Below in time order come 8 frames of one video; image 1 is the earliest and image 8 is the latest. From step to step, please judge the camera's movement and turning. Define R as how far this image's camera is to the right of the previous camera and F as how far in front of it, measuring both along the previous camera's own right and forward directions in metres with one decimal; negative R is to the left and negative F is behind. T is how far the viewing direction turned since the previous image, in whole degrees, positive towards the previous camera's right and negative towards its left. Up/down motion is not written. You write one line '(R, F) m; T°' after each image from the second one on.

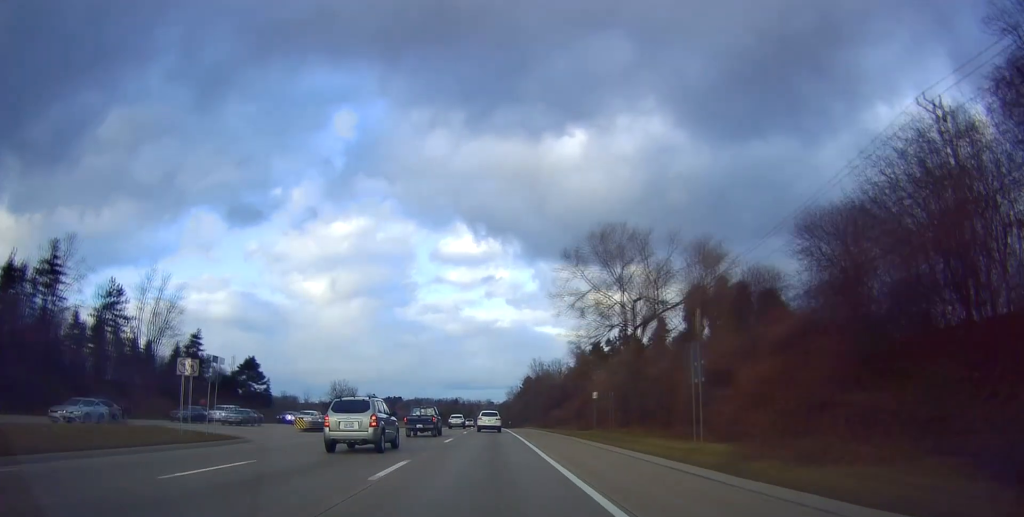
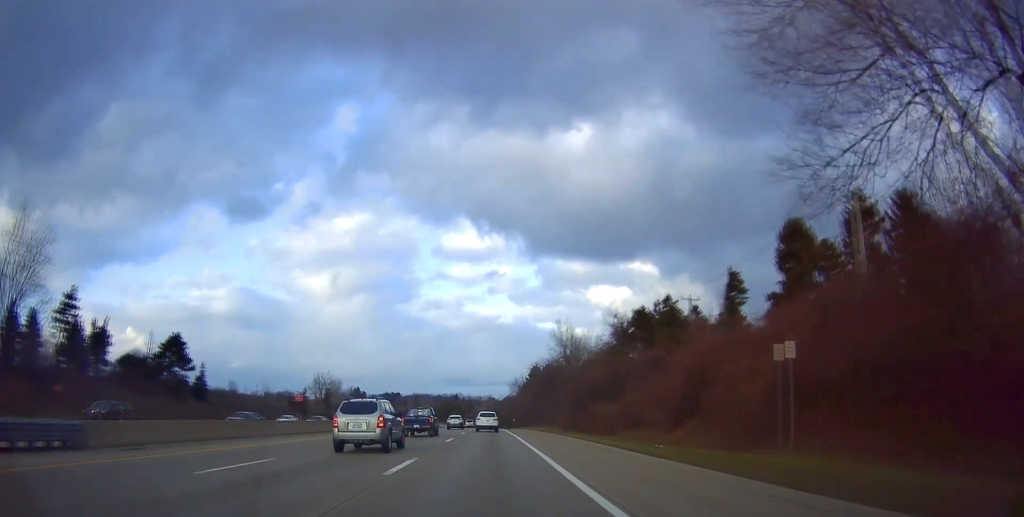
(-0.5, +30.5) m; -2°
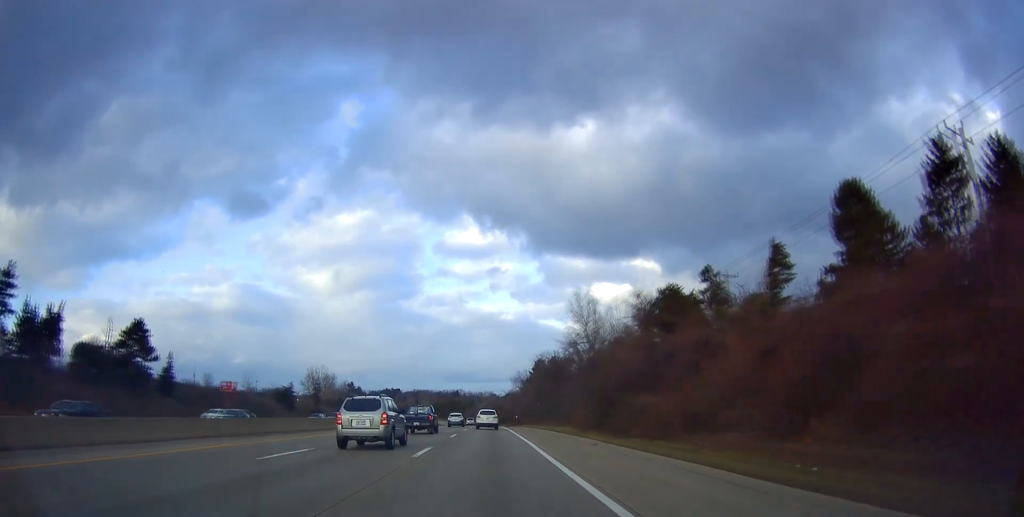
(0.0, +11.2) m; 0°
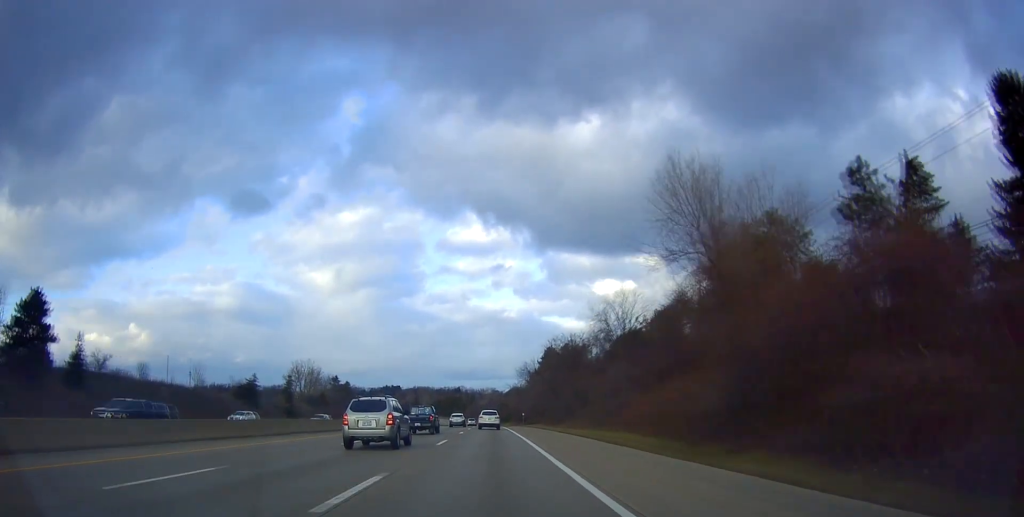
(-0.3, +23.0) m; 0°
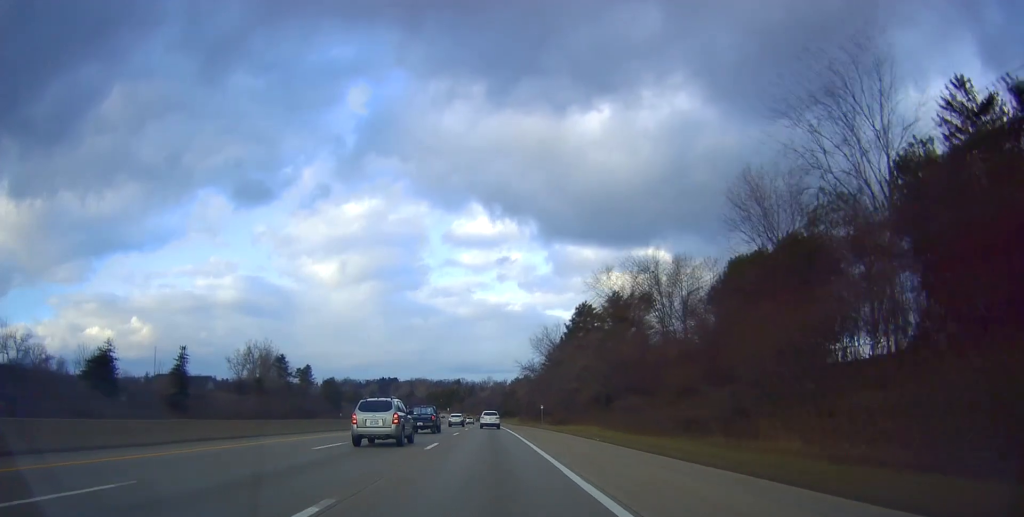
(+0.5, +47.7) m; +1°
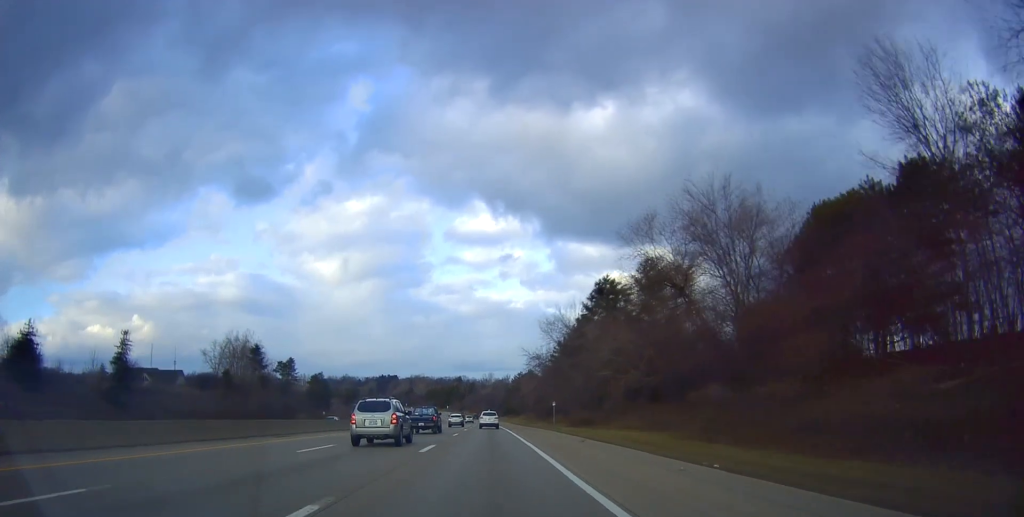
(+0.5, +15.8) m; 0°
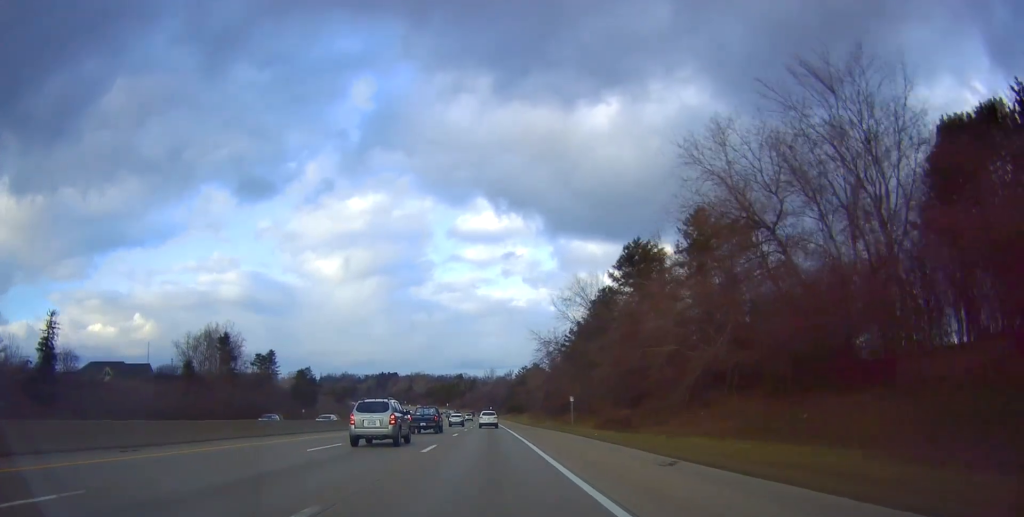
(-0.6, +15.3) m; -2°
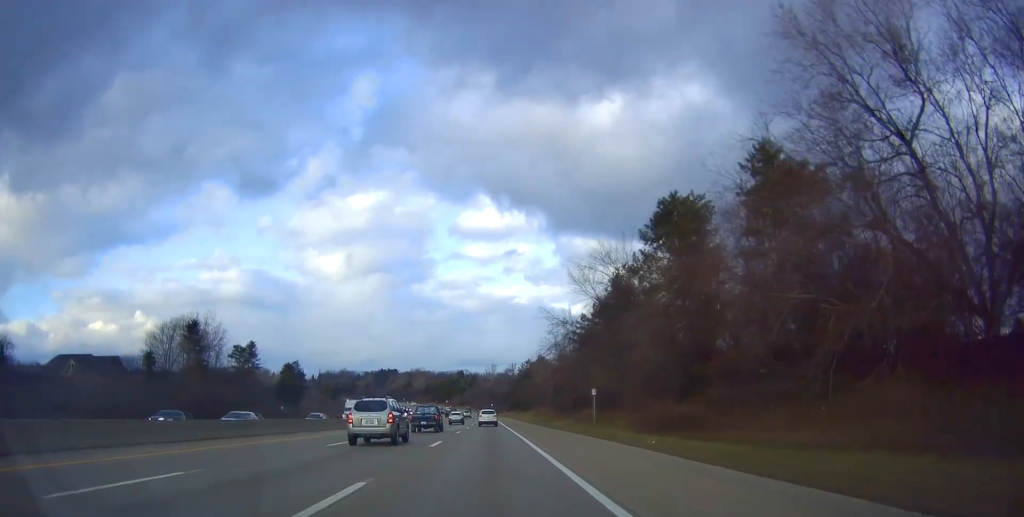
(-0.1, +12.4) m; 0°
